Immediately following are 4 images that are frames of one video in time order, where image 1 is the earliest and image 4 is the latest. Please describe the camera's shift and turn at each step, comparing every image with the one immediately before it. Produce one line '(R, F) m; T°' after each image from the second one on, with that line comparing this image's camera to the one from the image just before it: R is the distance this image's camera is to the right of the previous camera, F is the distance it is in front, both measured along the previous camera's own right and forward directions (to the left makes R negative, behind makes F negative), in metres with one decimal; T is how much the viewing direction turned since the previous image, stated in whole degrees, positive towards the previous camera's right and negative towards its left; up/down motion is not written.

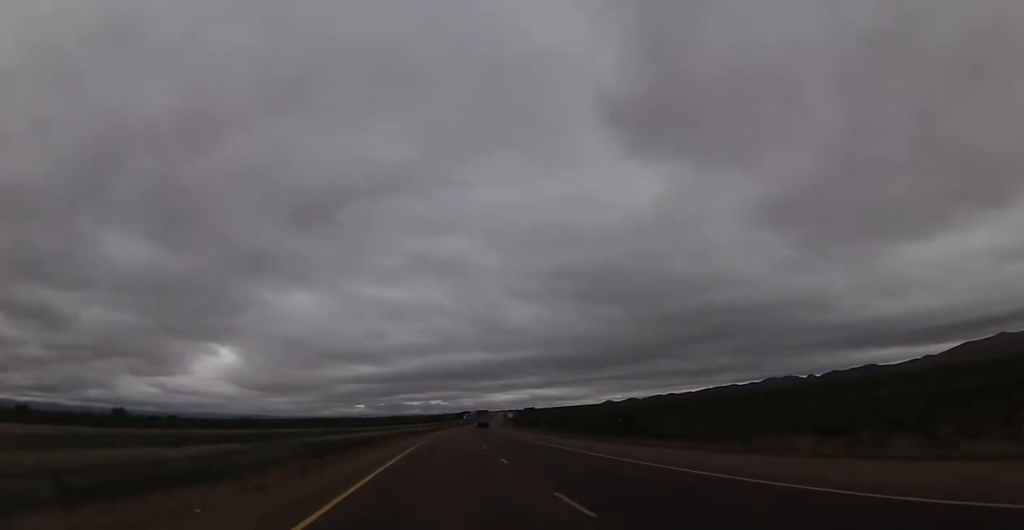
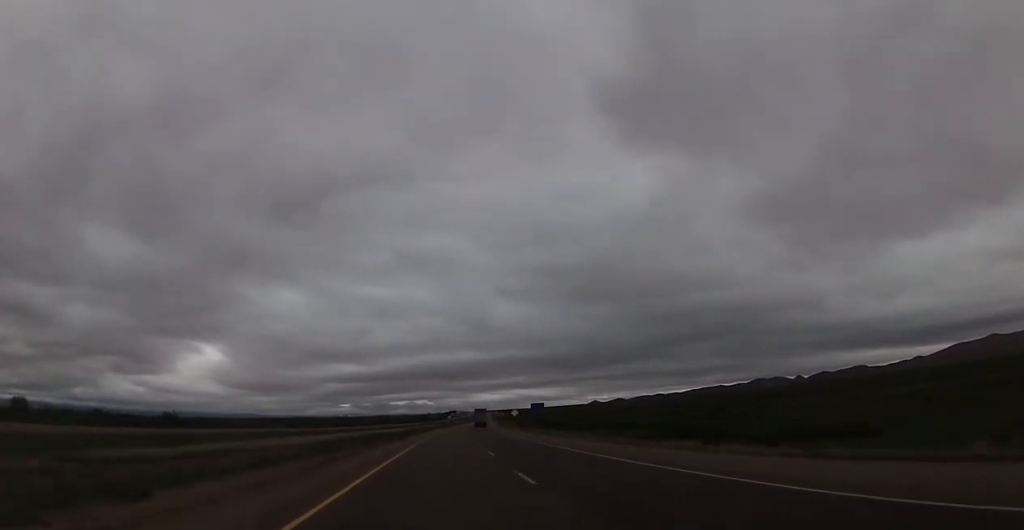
(+0.4, +43.8) m; +1°
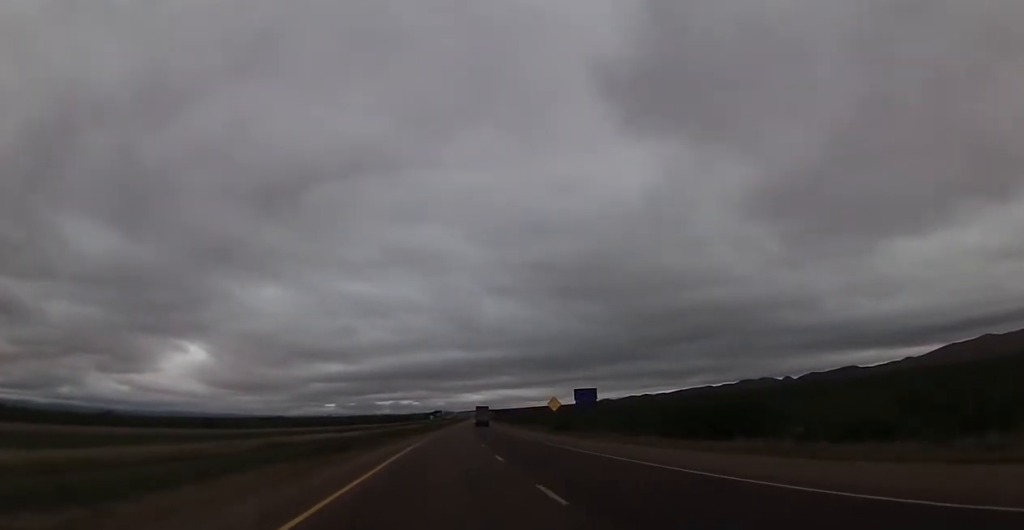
(+1.1, +64.6) m; +1°
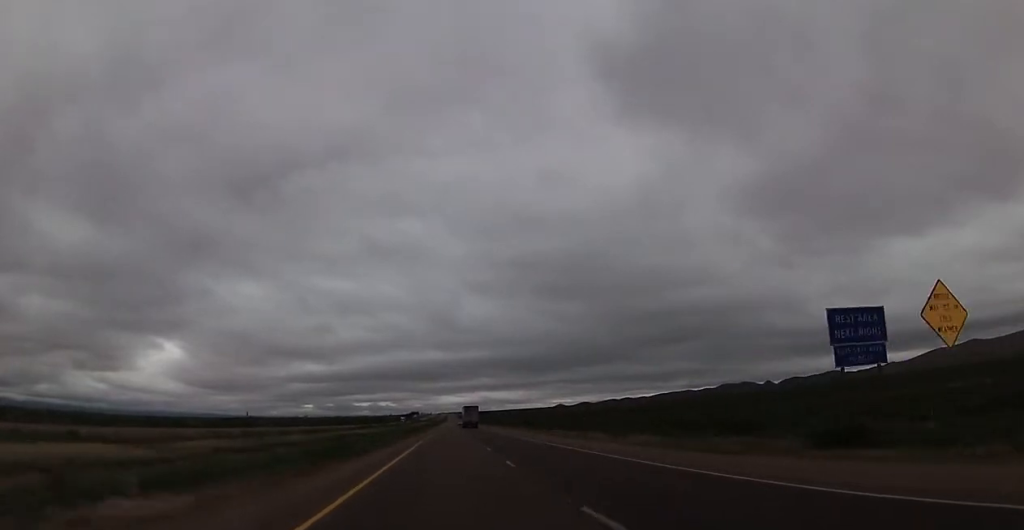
(+1.1, +64.5) m; +2°
